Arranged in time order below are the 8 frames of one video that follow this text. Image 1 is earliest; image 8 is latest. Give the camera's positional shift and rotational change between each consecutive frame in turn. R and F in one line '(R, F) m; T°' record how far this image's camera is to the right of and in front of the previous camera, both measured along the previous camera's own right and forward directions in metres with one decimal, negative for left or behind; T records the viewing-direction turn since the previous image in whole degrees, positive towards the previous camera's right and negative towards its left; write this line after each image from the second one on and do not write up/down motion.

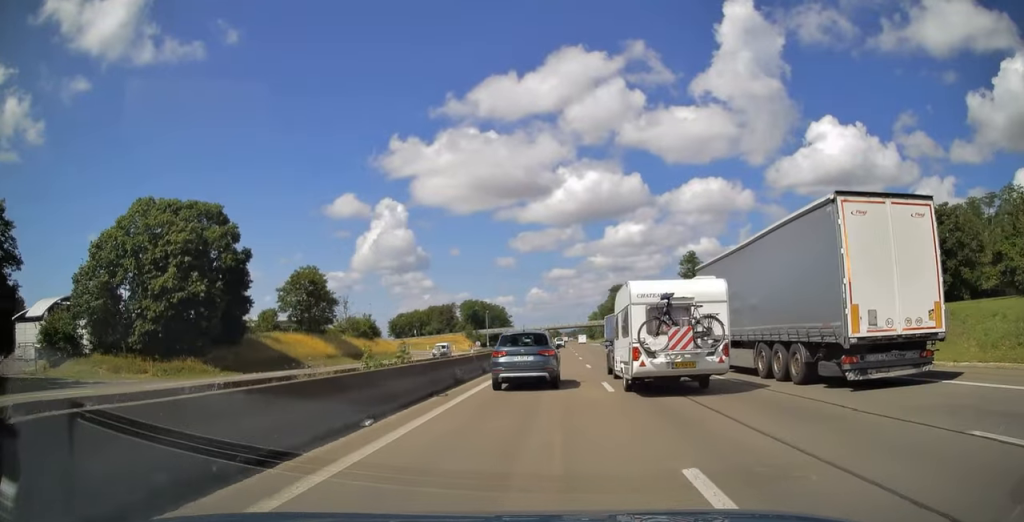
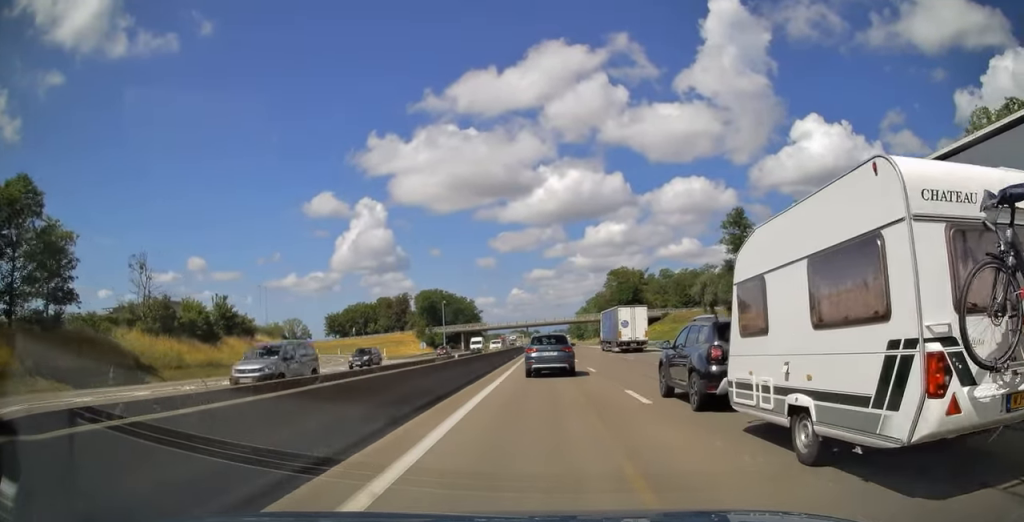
(+0.6, +52.9) m; +1°
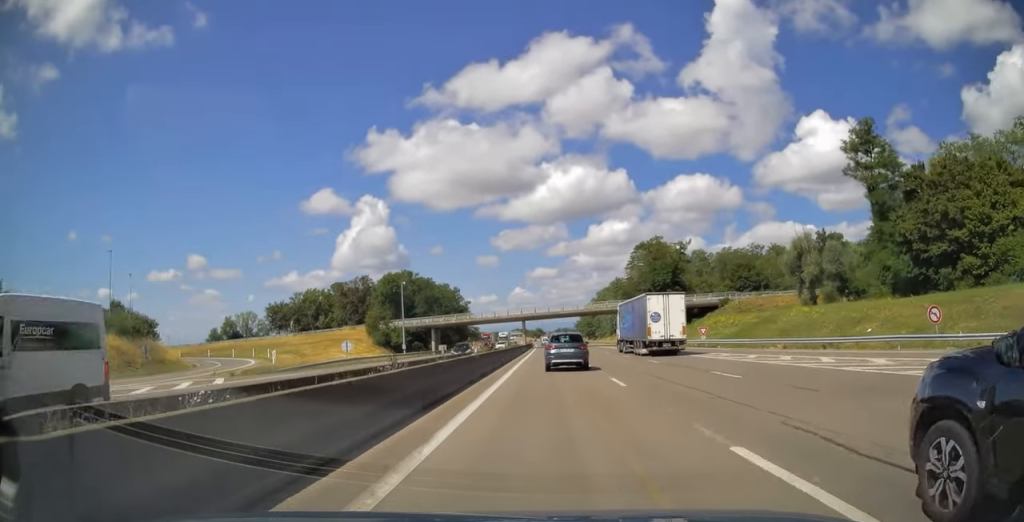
(+0.4, +45.3) m; +1°
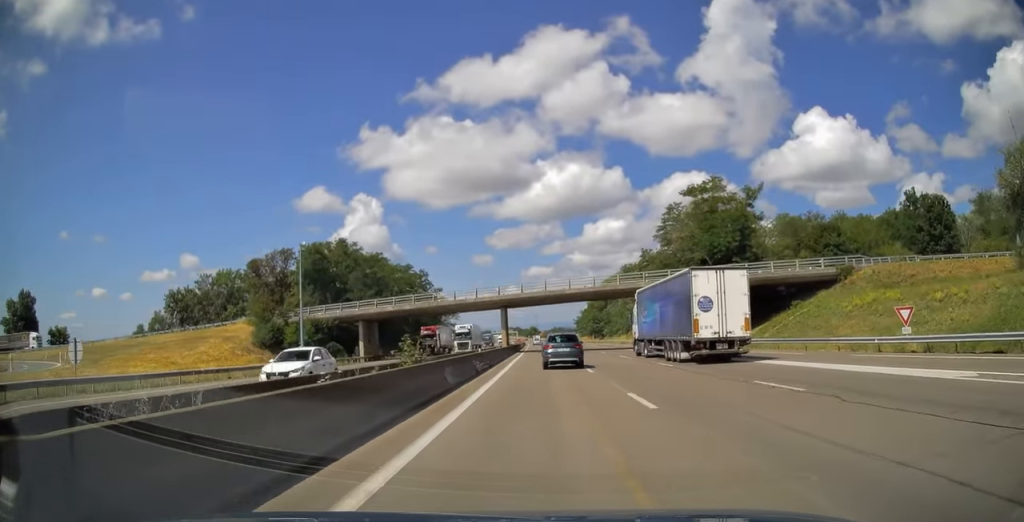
(-0.1, +42.5) m; 0°
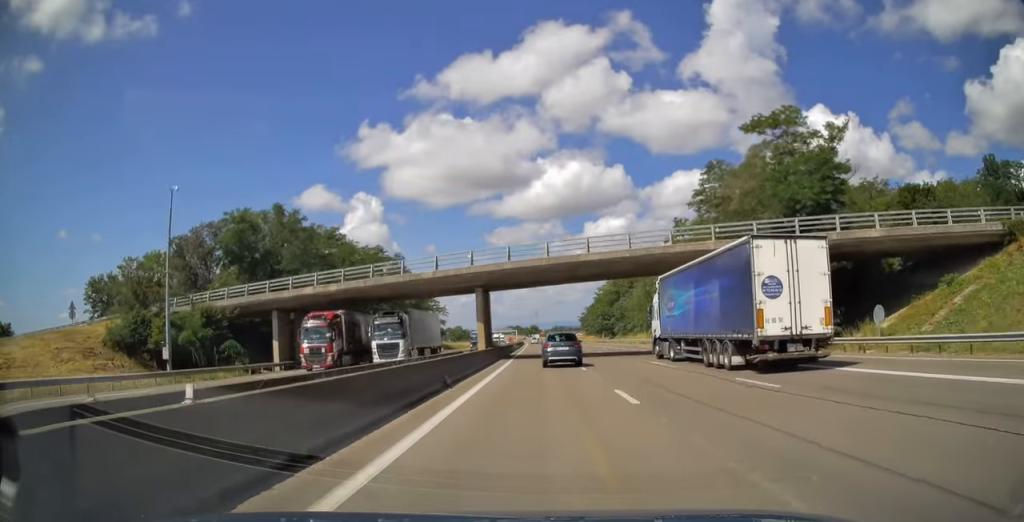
(+0.1, +24.1) m; 0°
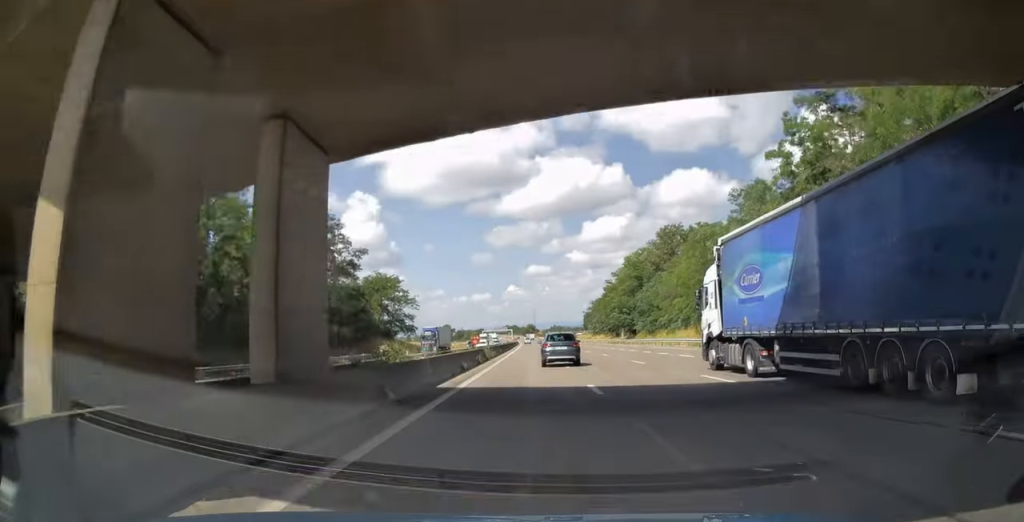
(+0.1, +35.6) m; 0°
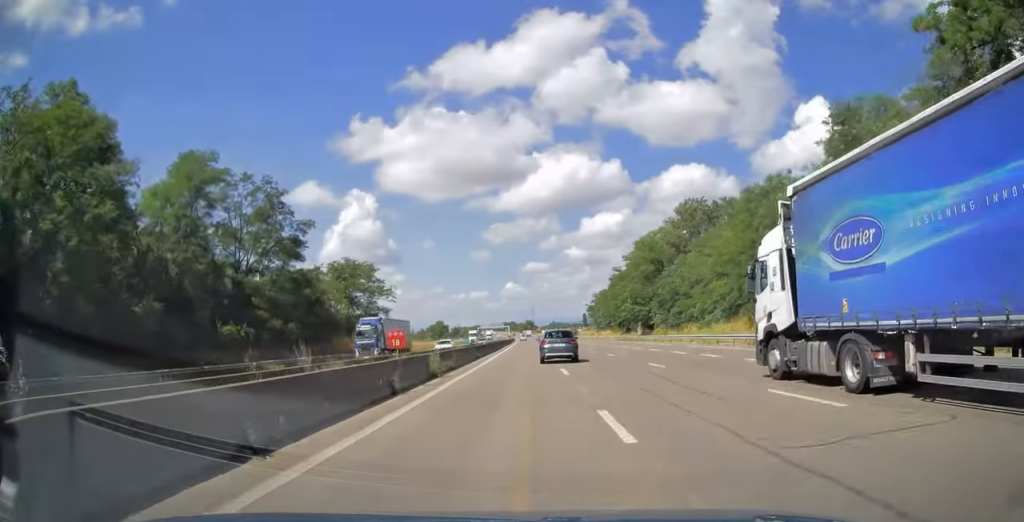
(0.0, +18.8) m; 0°
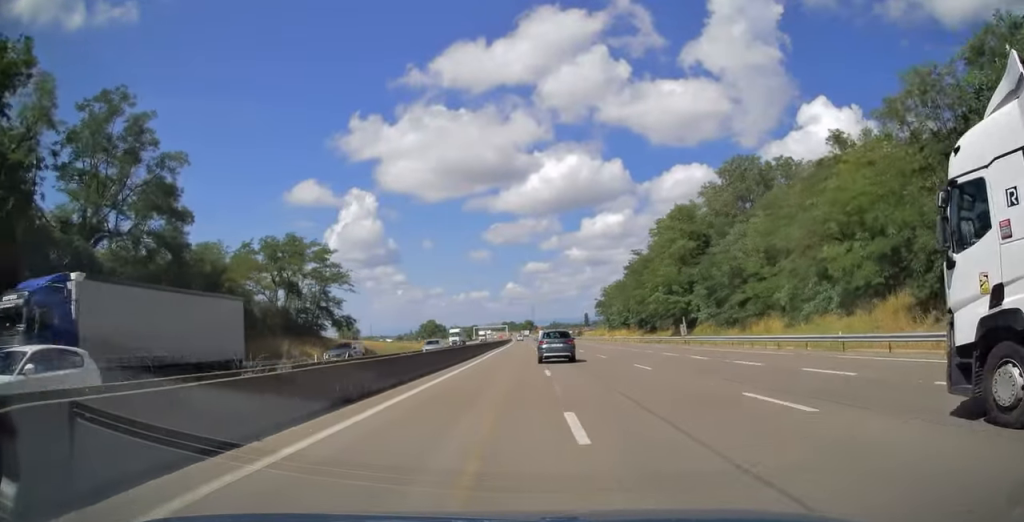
(0.0, +25.1) m; 0°
